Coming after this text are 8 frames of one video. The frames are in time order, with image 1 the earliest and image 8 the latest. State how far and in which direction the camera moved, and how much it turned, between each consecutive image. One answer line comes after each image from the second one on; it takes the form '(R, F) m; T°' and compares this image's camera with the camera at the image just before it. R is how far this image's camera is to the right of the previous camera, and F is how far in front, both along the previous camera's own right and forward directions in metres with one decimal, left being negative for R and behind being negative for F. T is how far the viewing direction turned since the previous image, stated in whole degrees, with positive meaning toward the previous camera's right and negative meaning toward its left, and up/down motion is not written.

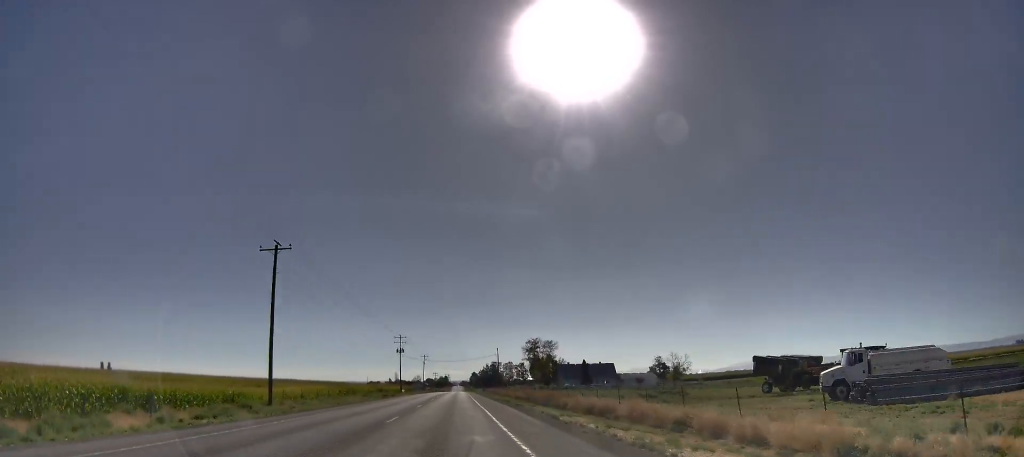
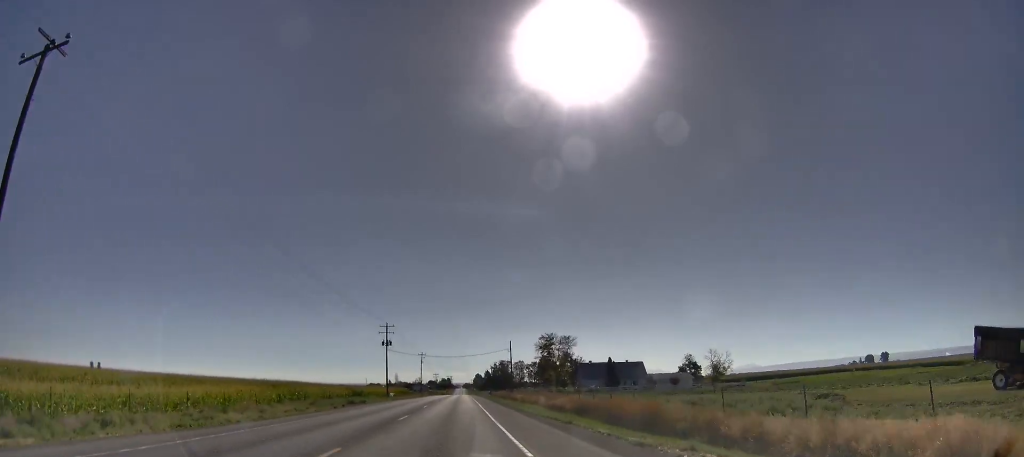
(0.0, +27.0) m; 0°
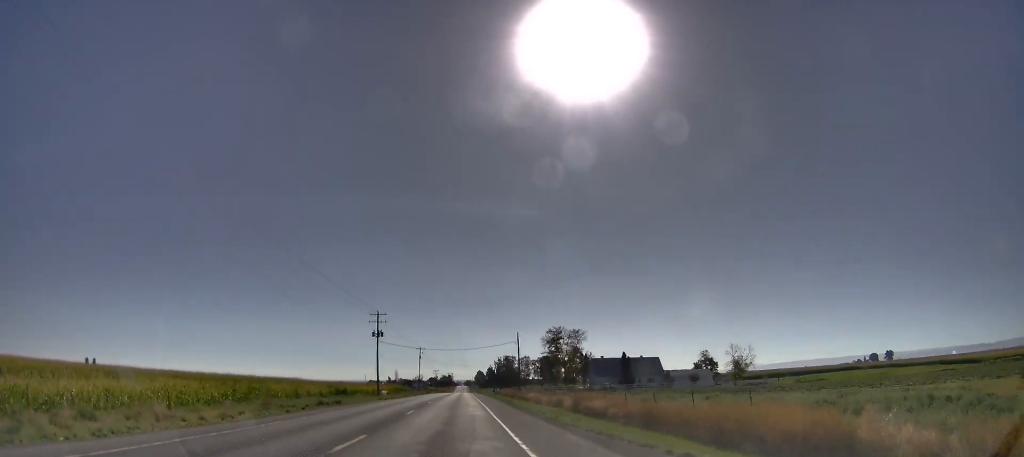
(0.0, +11.9) m; 0°
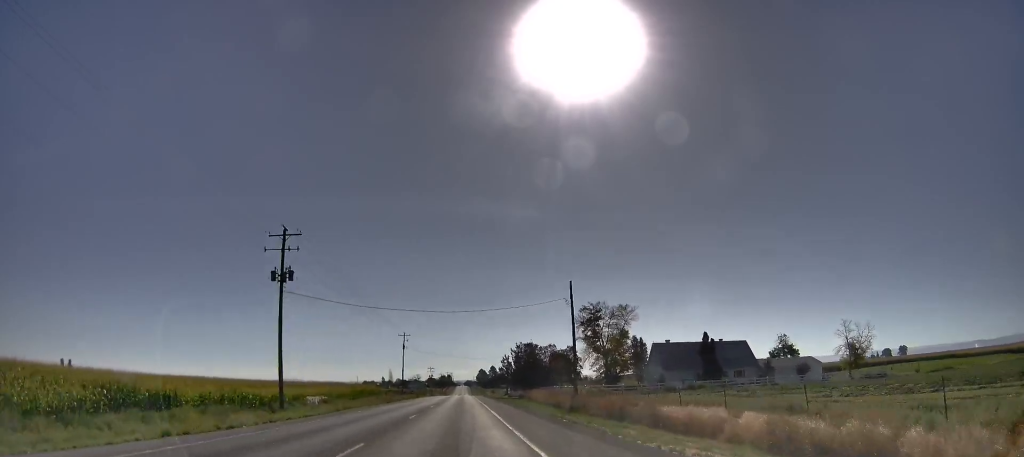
(0.0, +46.1) m; 0°
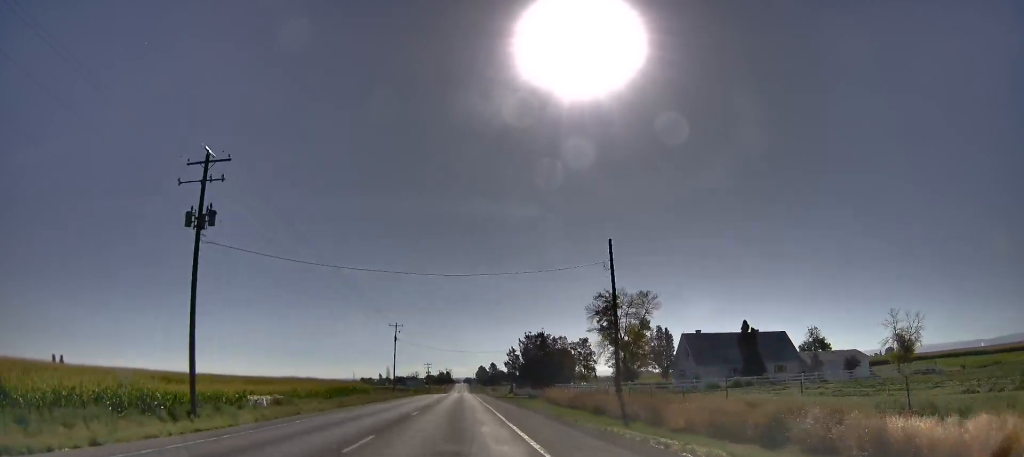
(0.0, +13.4) m; 0°
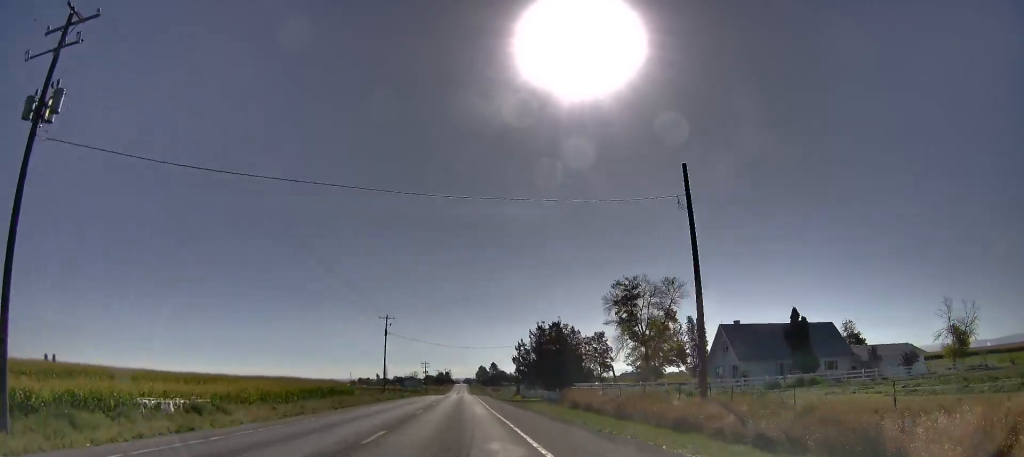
(0.0, +12.7) m; 0°
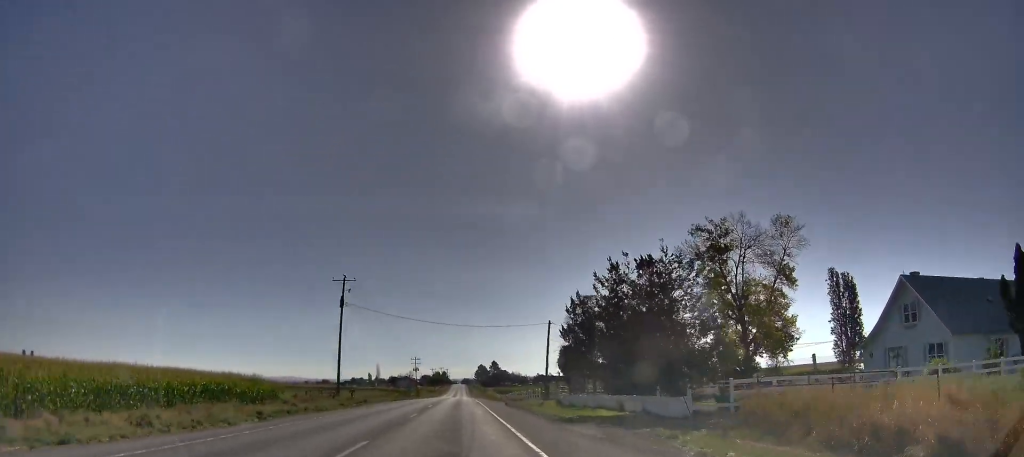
(0.0, +33.1) m; +3°
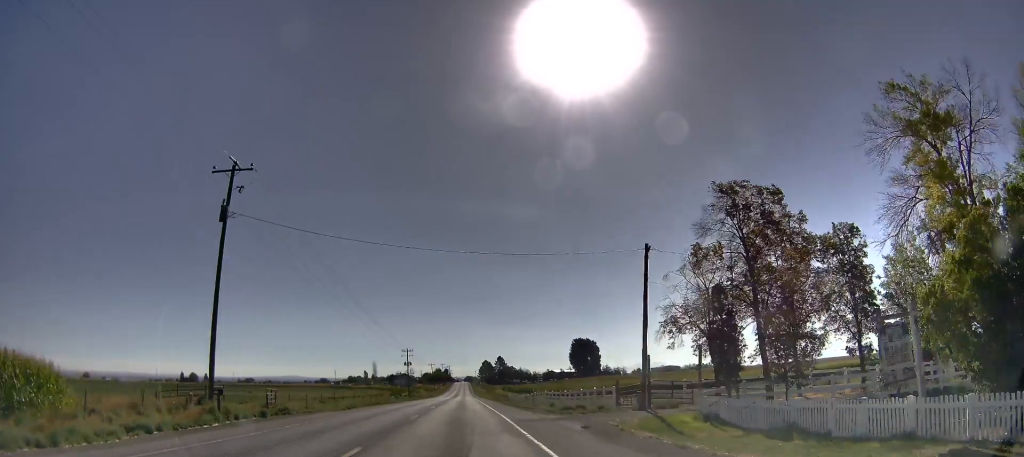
(+0.8, +31.6) m; -2°
